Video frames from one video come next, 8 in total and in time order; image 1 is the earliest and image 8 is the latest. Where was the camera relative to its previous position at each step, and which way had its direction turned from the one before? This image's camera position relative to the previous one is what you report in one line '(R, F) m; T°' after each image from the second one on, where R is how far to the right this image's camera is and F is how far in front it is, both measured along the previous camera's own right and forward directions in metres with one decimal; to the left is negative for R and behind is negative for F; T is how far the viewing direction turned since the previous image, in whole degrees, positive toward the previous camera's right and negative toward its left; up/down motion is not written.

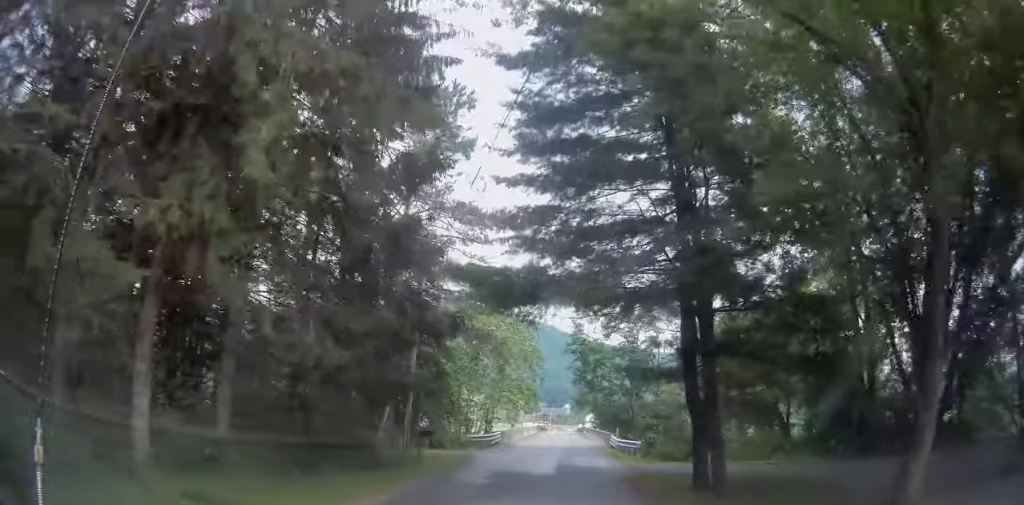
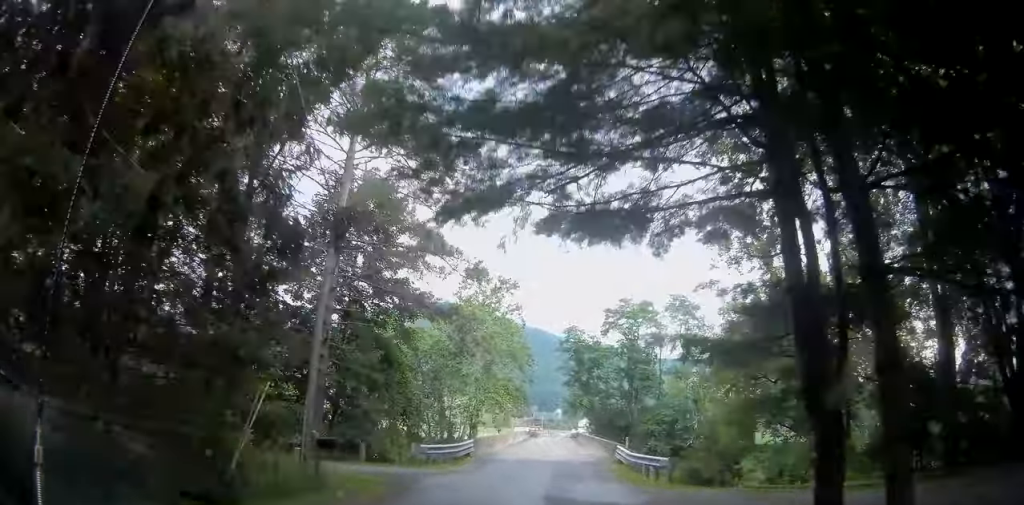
(+0.2, +7.9) m; +1°
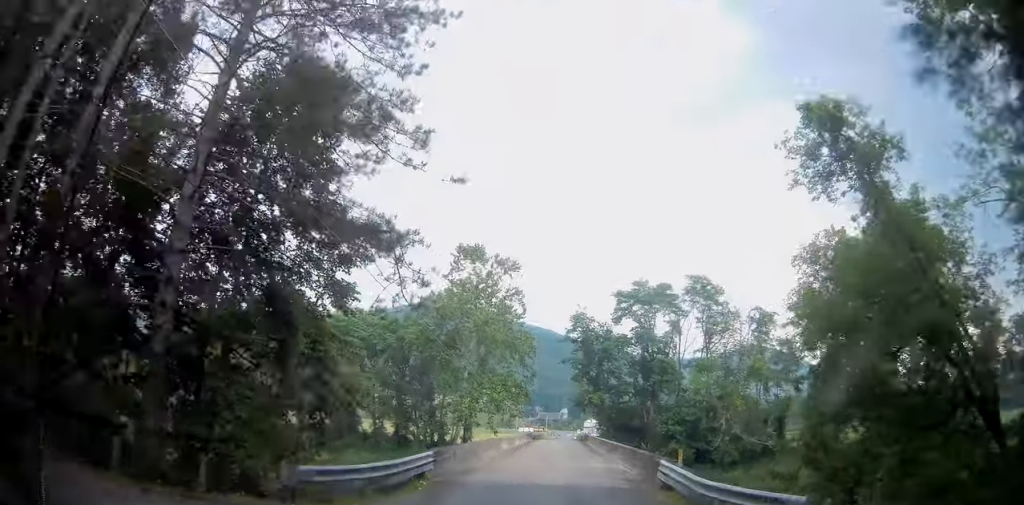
(0.0, +9.5) m; 0°
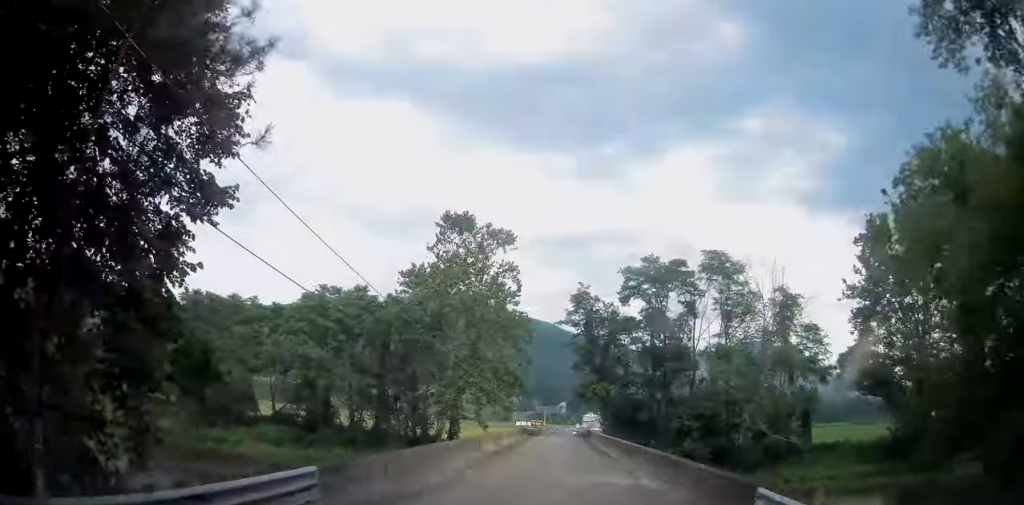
(0.0, +8.2) m; +1°
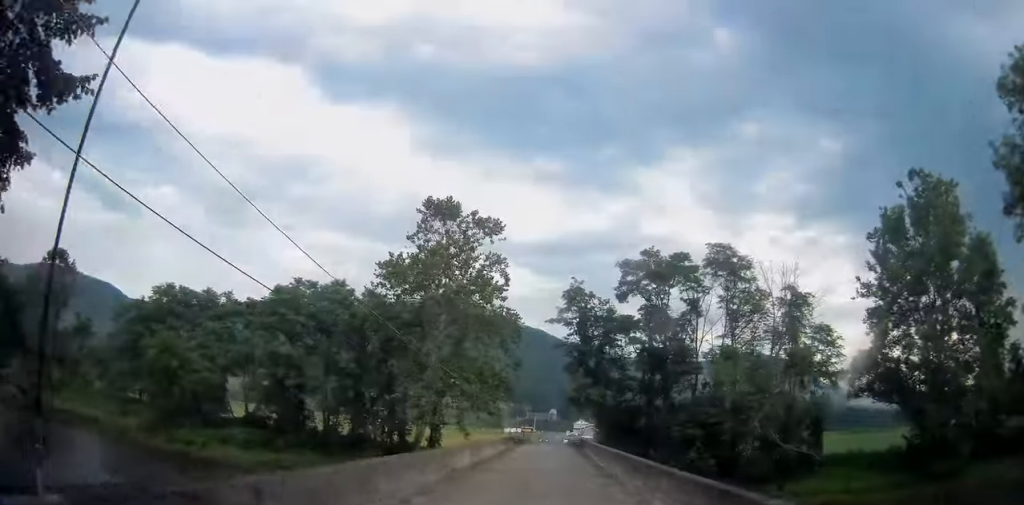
(0.0, +5.1) m; 0°
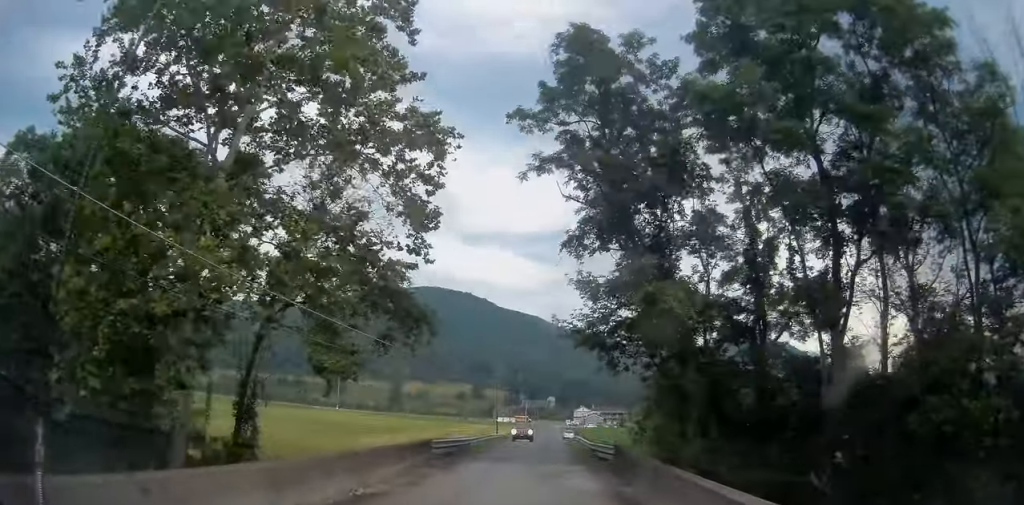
(-0.2, +36.7) m; 0°
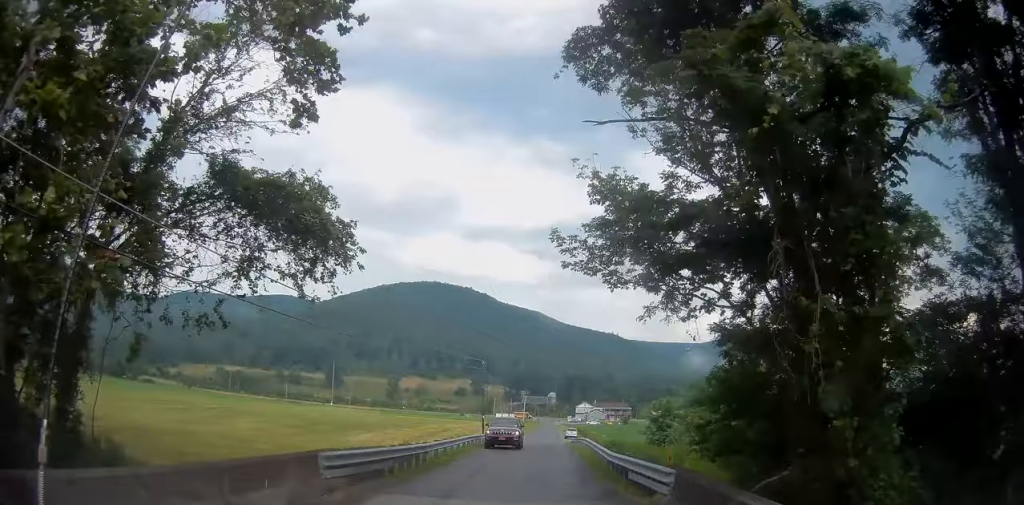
(0.0, +10.6) m; -1°
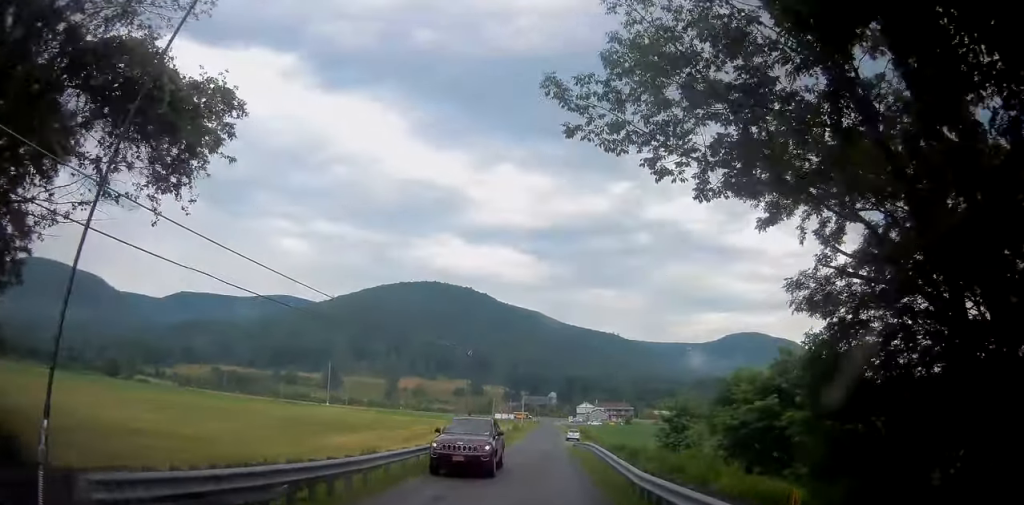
(-0.1, +6.4) m; +1°
